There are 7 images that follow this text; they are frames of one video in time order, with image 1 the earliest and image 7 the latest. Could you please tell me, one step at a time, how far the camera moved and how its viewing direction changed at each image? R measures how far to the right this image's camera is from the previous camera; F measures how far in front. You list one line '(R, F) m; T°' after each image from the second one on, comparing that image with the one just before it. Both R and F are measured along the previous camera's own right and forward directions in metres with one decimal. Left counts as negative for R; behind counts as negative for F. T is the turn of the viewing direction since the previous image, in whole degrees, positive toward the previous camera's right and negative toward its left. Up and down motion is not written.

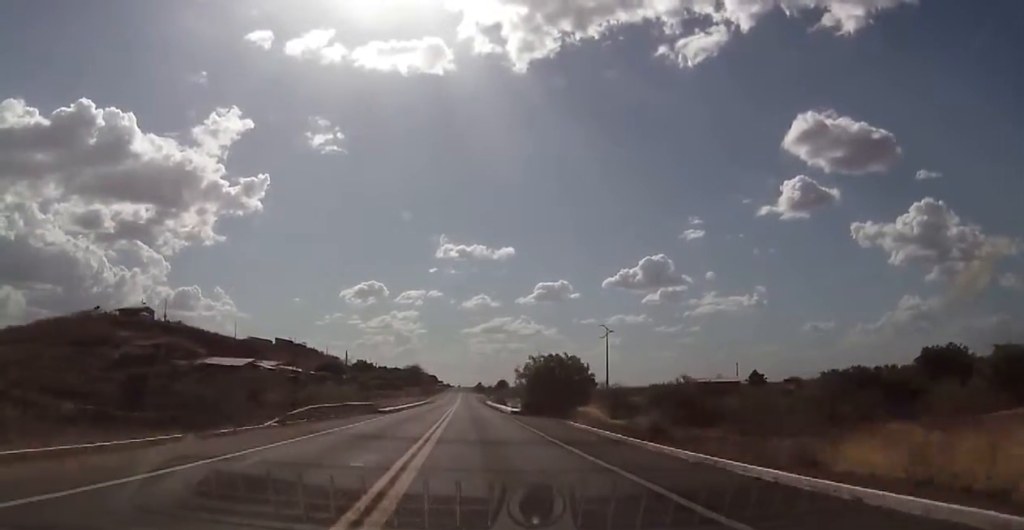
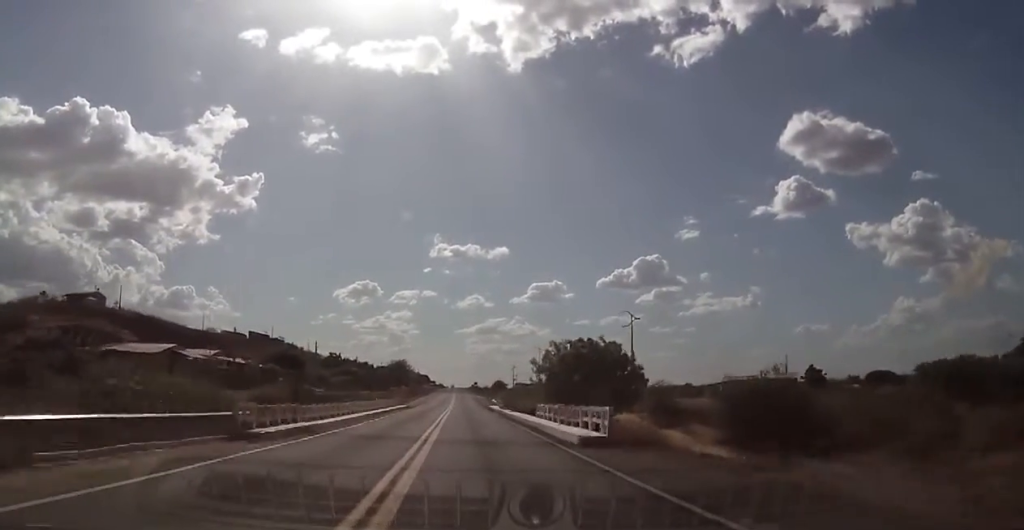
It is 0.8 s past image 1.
(-0.2, +28.1) m; 0°
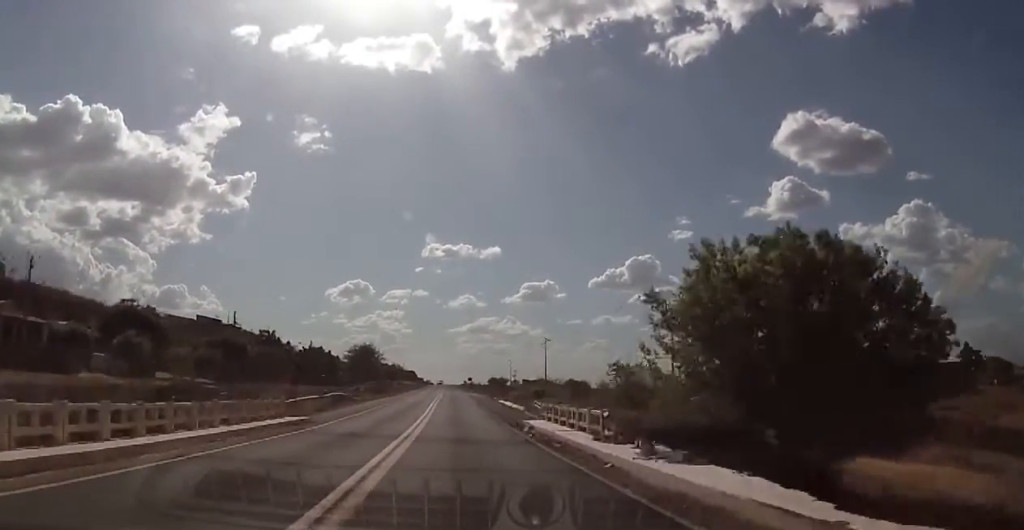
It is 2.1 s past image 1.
(+0.3, +44.9) m; 0°
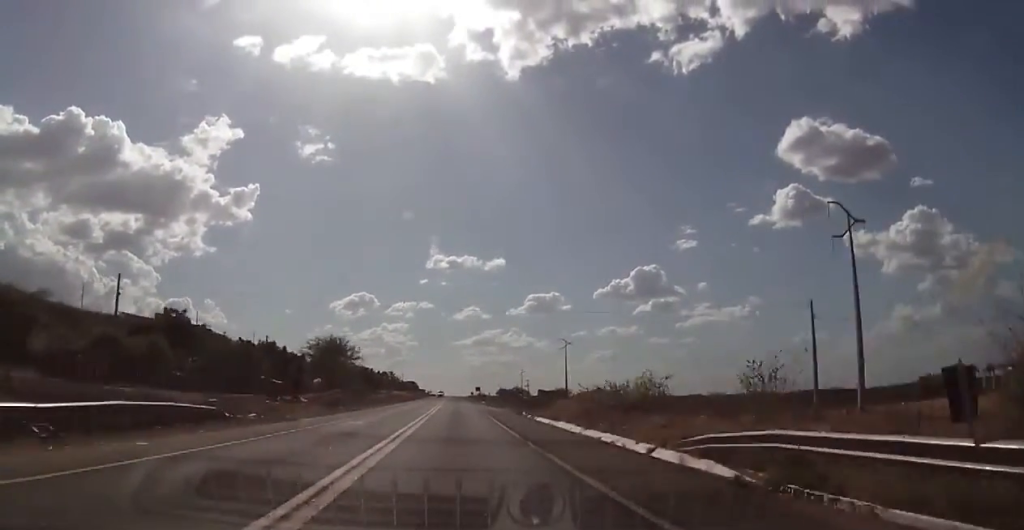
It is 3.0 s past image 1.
(0.0, +33.2) m; 0°
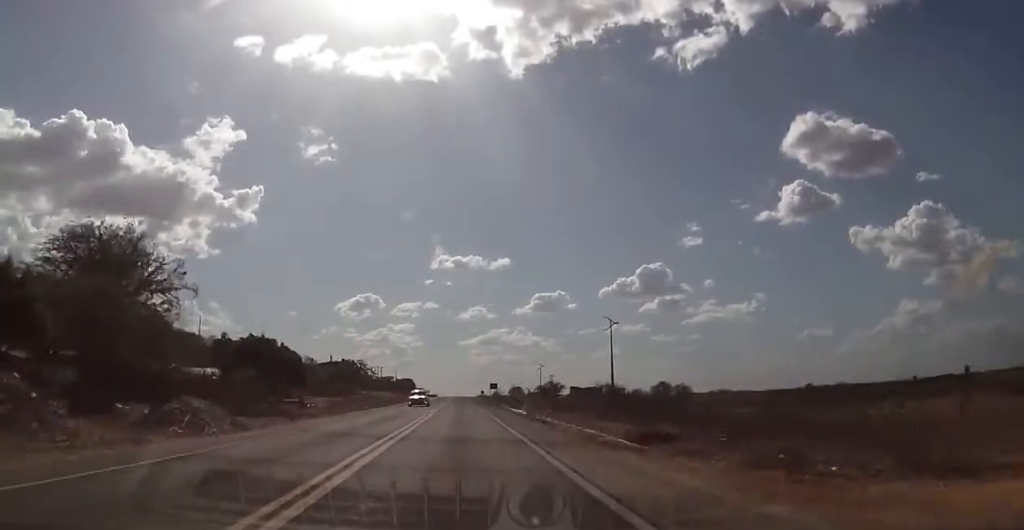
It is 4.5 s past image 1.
(0.0, +53.5) m; 0°
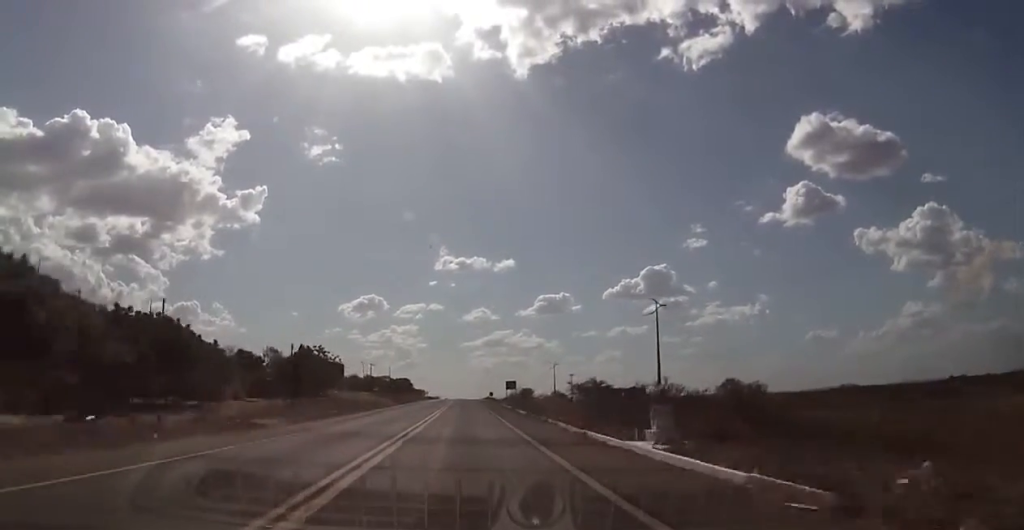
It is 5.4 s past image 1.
(-0.2, +32.1) m; 0°
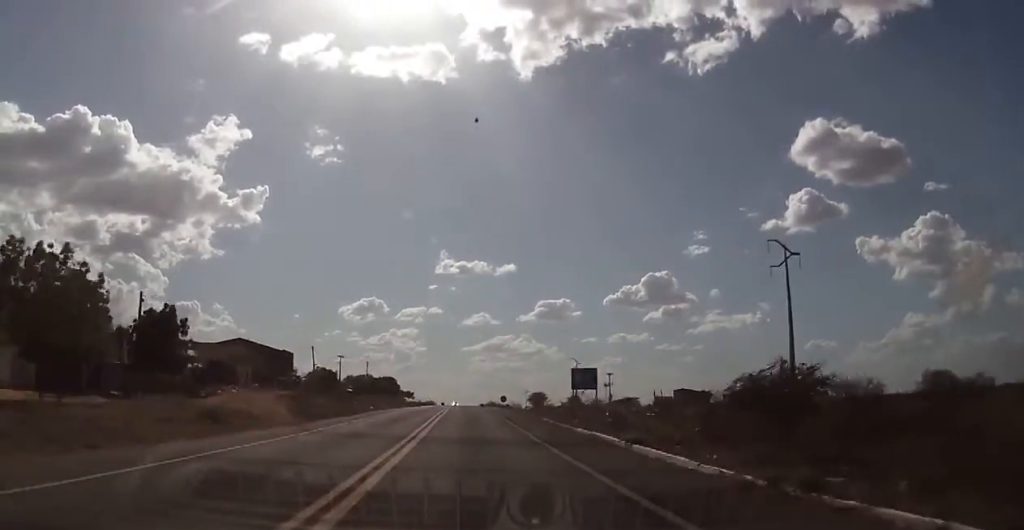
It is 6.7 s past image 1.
(-0.1, +47.6) m; +1°
